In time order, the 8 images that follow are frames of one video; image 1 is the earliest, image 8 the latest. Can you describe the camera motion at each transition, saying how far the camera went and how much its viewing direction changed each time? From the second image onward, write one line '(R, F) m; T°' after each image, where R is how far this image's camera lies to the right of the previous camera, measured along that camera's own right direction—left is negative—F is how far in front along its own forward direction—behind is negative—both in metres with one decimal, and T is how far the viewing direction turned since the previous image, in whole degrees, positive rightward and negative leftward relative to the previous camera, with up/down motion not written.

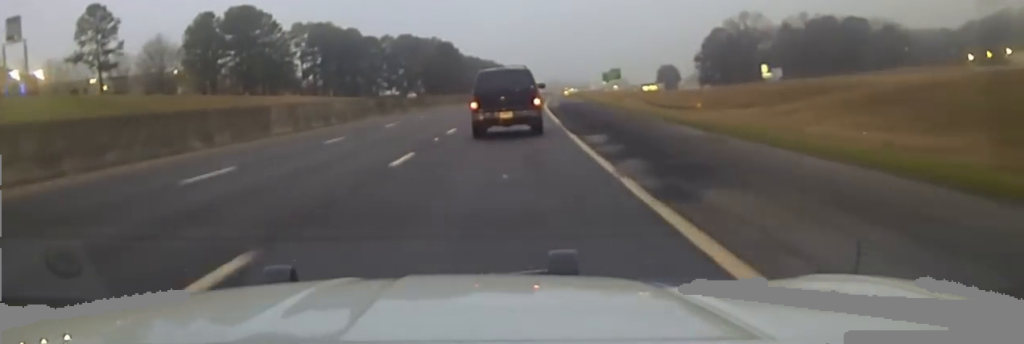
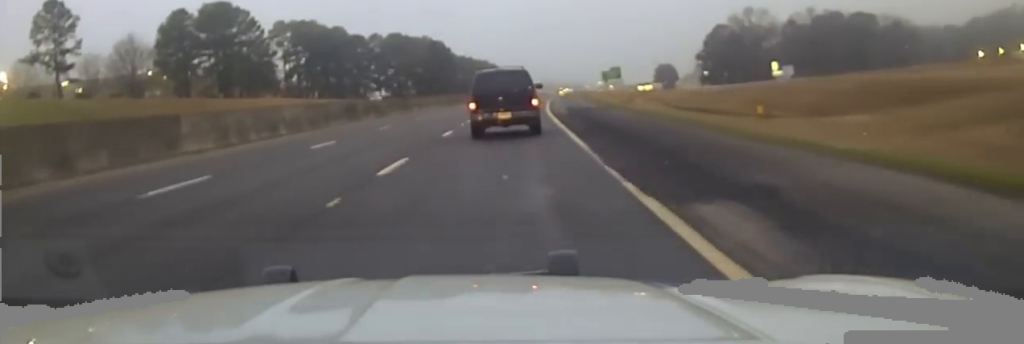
(+0.4, +13.6) m; 0°
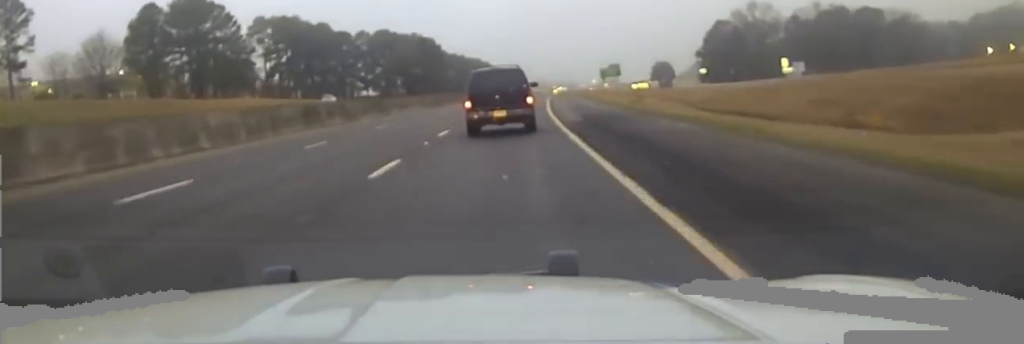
(-0.1, +13.1) m; 0°
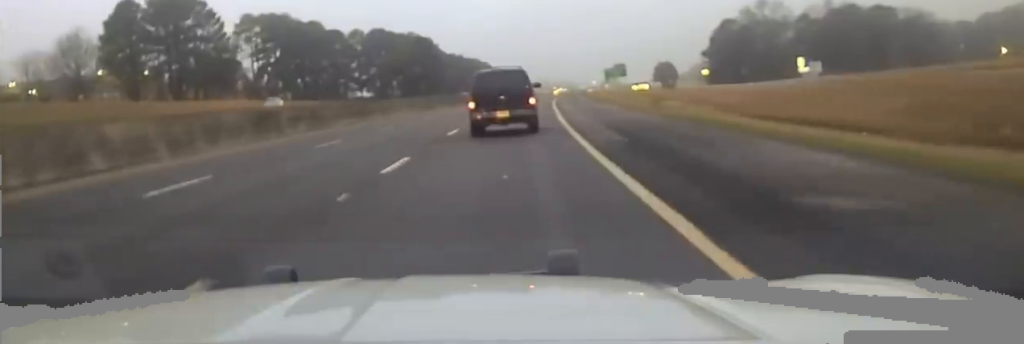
(-0.2, +11.5) m; 0°
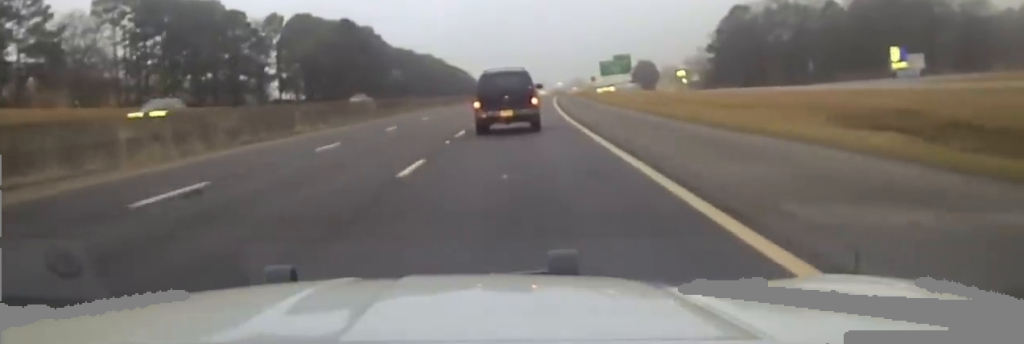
(+1.3, +61.8) m; +2°
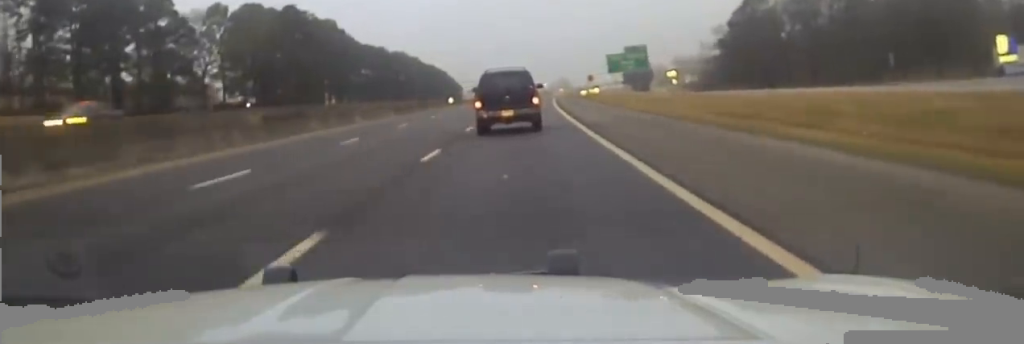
(+0.5, +33.1) m; +2°
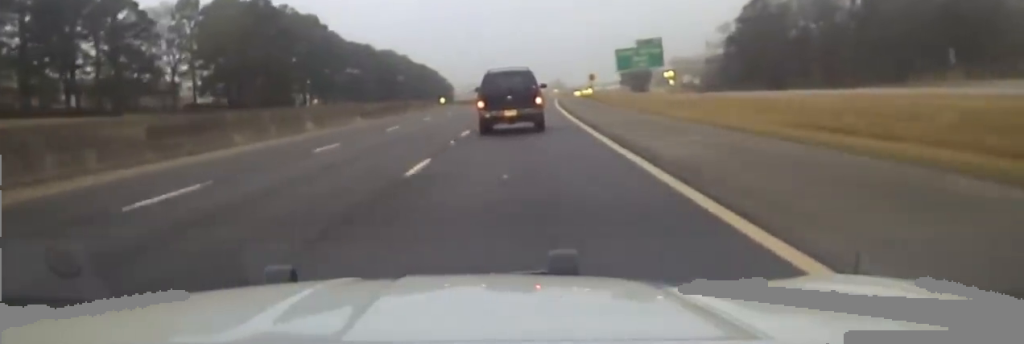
(+0.1, +15.1) m; 0°
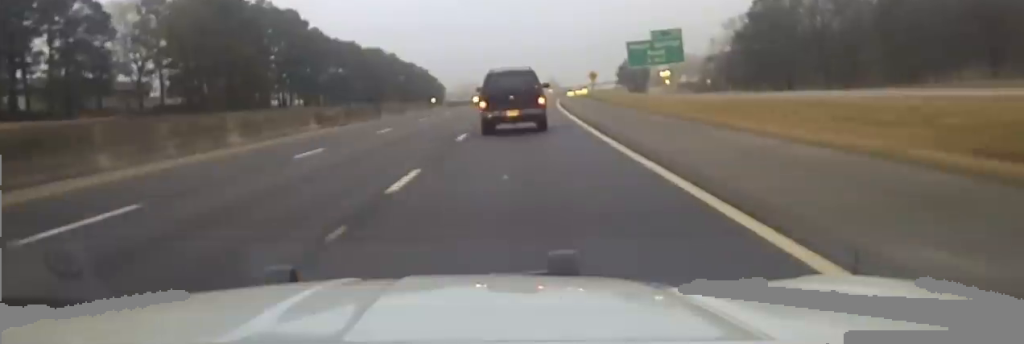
(0.0, +14.4) m; 0°
